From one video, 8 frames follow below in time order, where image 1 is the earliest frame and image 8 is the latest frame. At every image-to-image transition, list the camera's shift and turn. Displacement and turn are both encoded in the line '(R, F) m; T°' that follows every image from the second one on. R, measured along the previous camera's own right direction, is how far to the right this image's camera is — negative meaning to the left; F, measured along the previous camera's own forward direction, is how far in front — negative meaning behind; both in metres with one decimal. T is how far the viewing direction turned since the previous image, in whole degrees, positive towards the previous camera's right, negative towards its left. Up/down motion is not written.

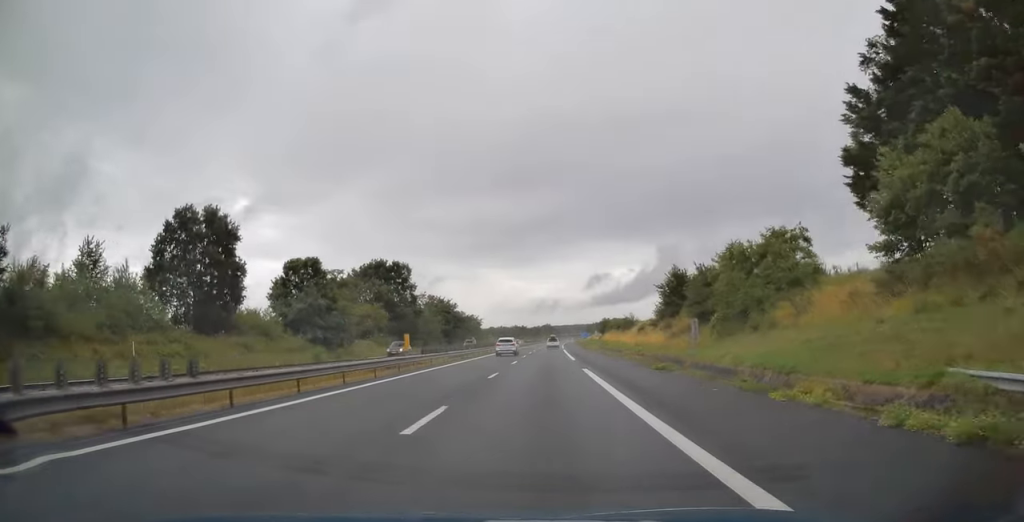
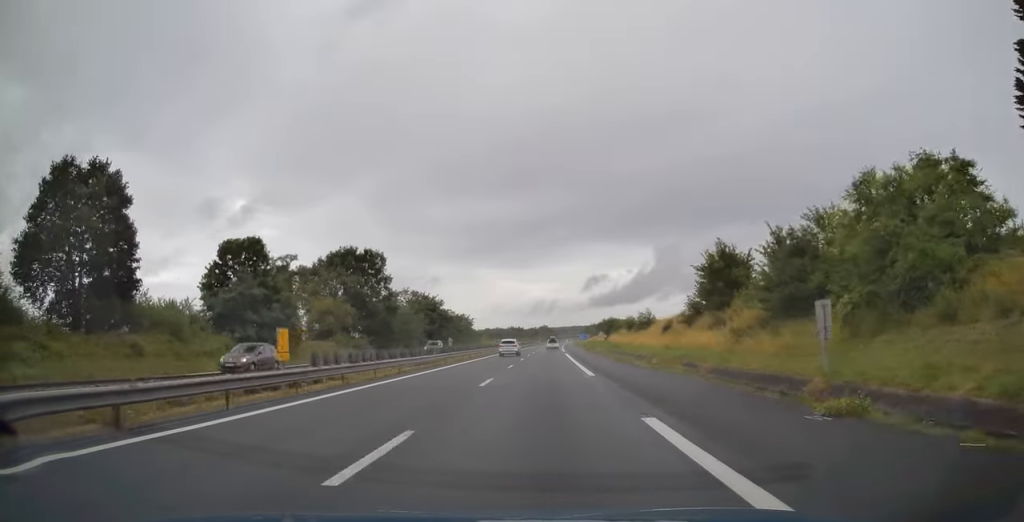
(0.0, +16.3) m; 0°
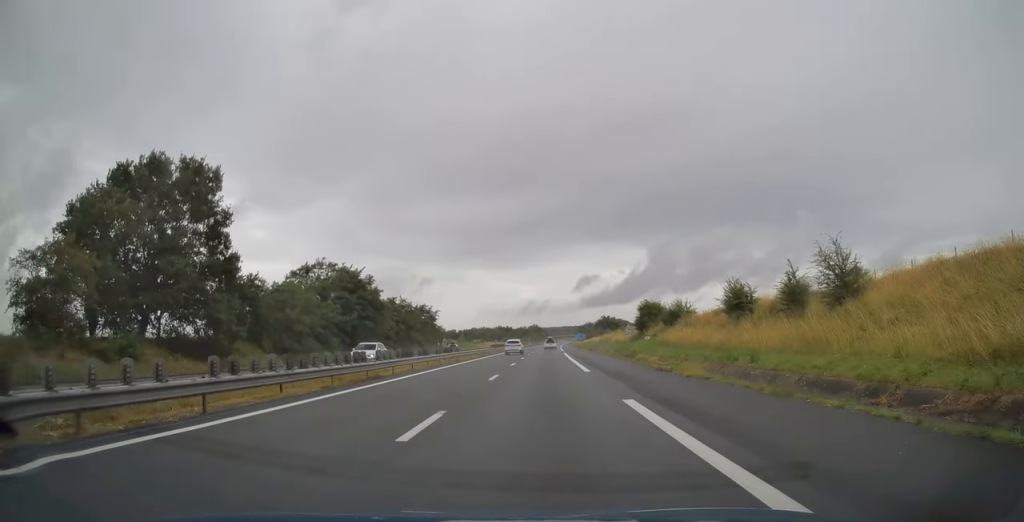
(+0.4, +49.3) m; +1°
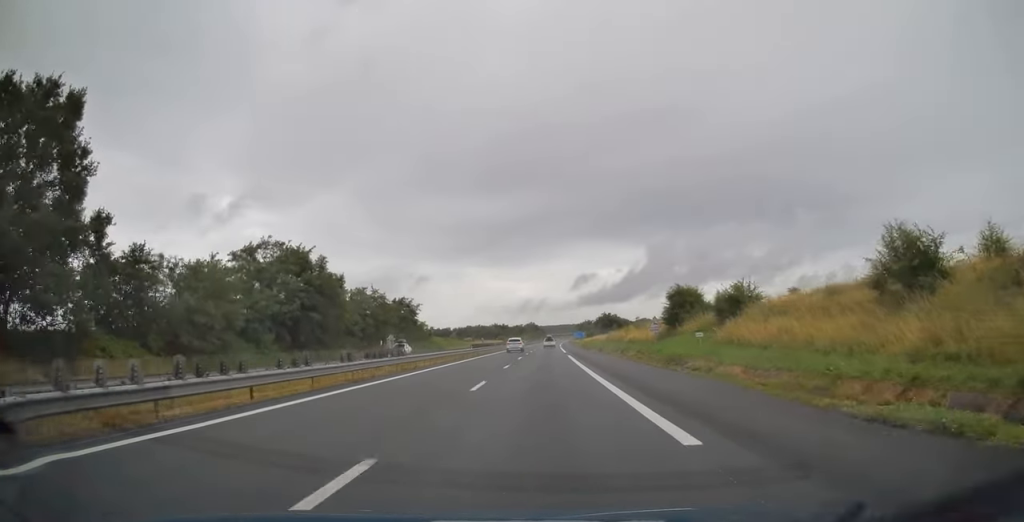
(+0.2, +17.8) m; 0°
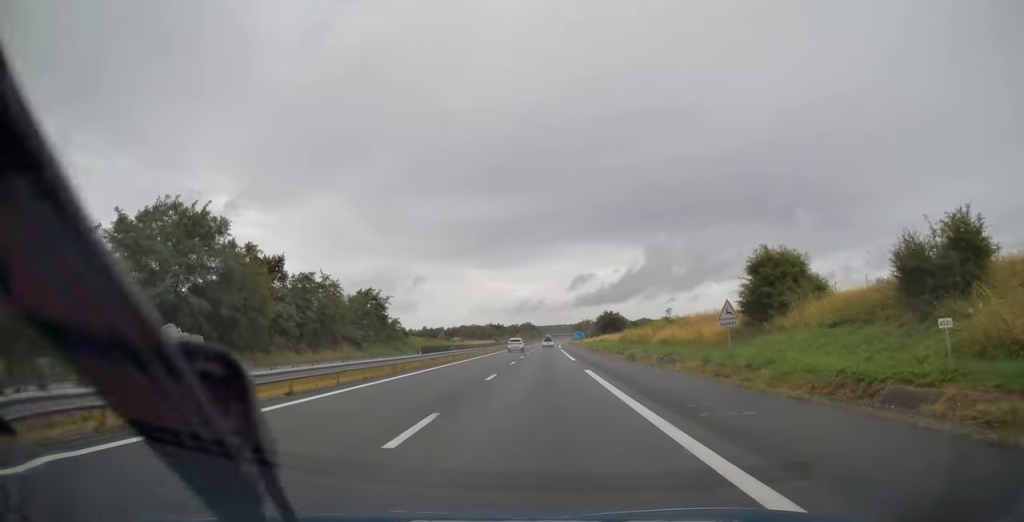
(+0.1, +21.6) m; 0°
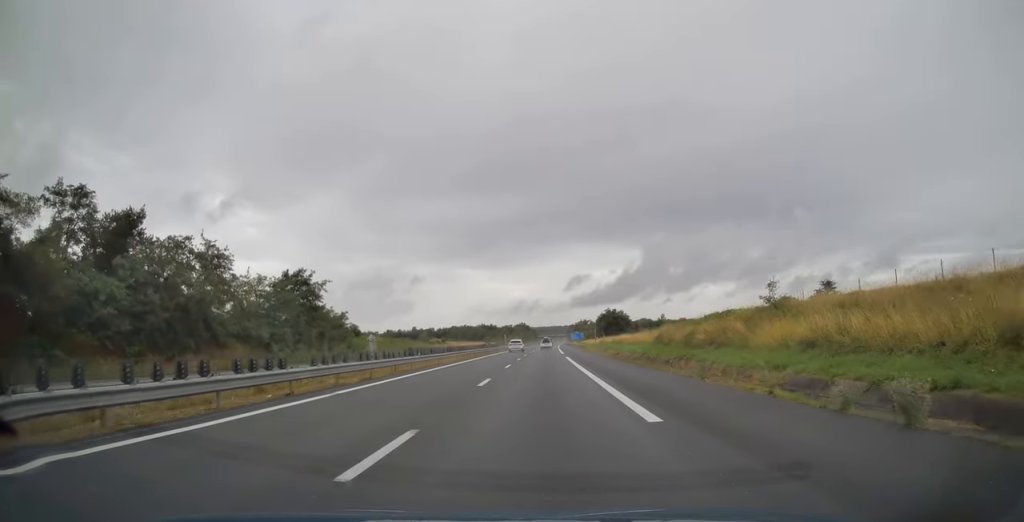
(-0.1, +28.1) m; 0°
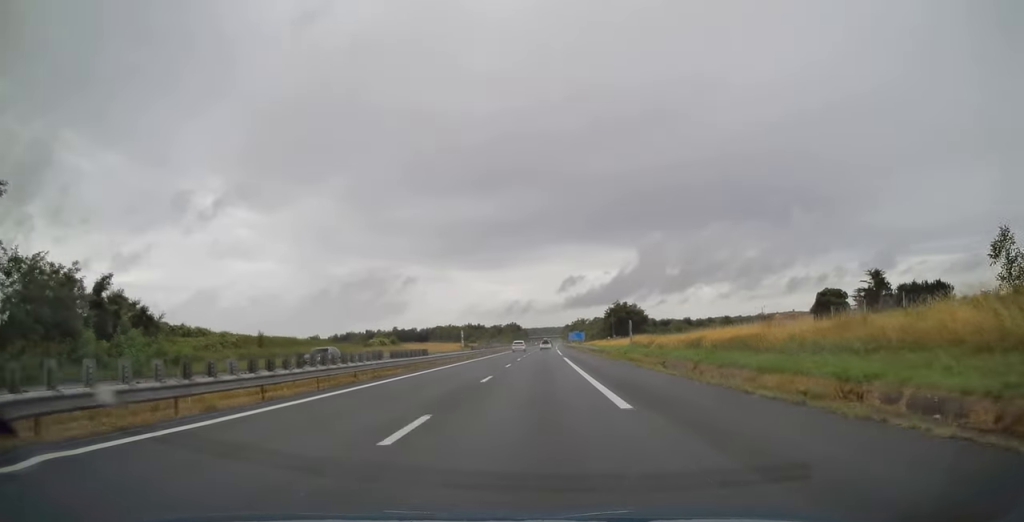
(+0.7, +49.7) m; +1°
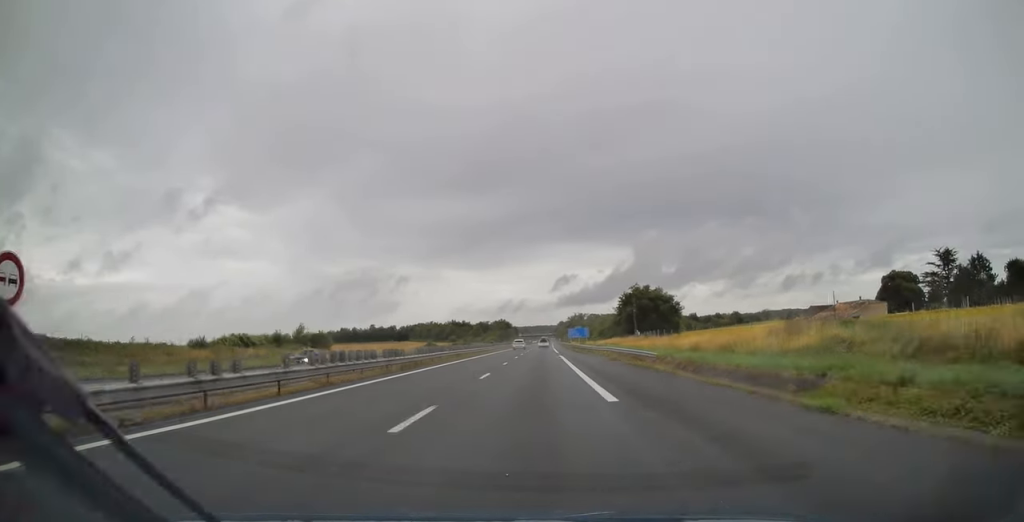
(+0.1, +50.7) m; +1°
